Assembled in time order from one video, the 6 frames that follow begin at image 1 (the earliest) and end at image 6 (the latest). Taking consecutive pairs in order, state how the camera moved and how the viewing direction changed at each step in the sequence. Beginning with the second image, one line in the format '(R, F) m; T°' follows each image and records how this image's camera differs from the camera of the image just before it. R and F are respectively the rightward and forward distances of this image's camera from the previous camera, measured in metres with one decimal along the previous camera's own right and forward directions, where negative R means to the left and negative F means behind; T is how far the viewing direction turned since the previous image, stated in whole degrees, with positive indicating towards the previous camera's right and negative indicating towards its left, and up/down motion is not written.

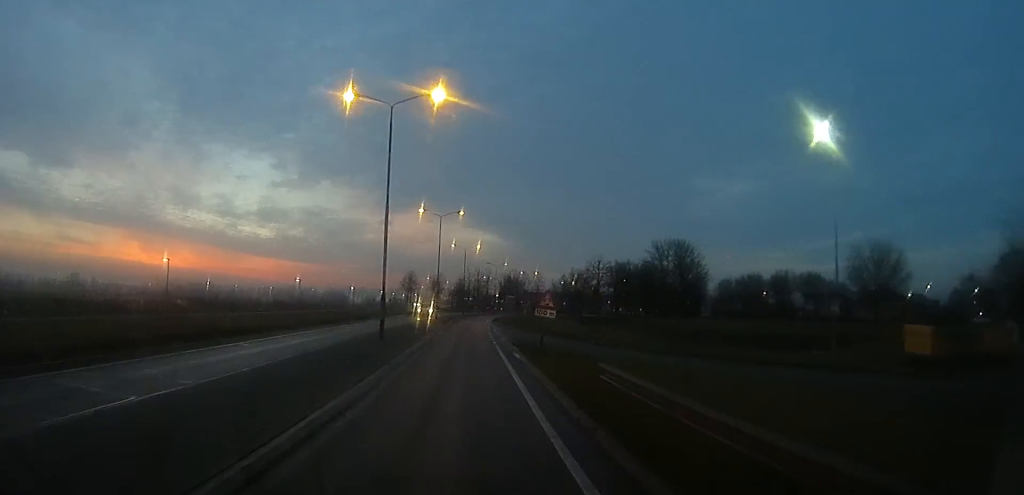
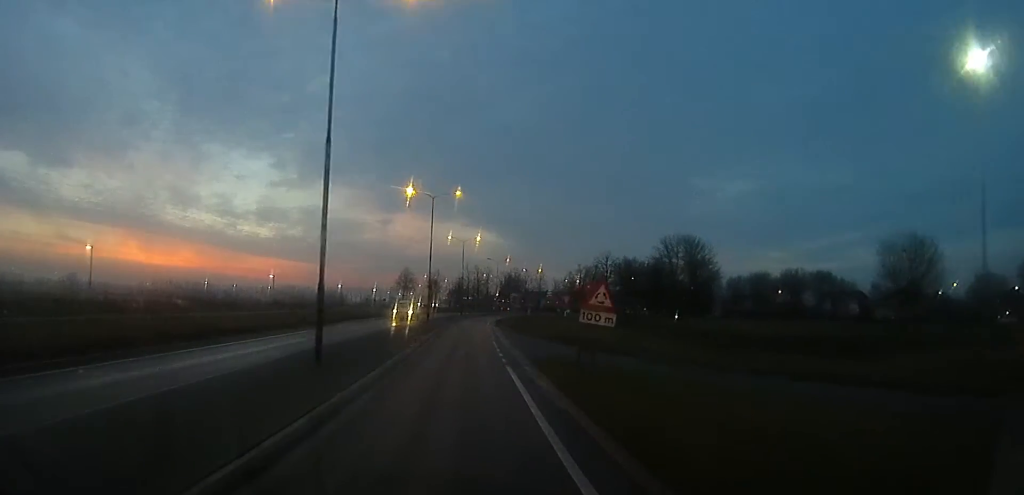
(+0.2, +8.3) m; +1°
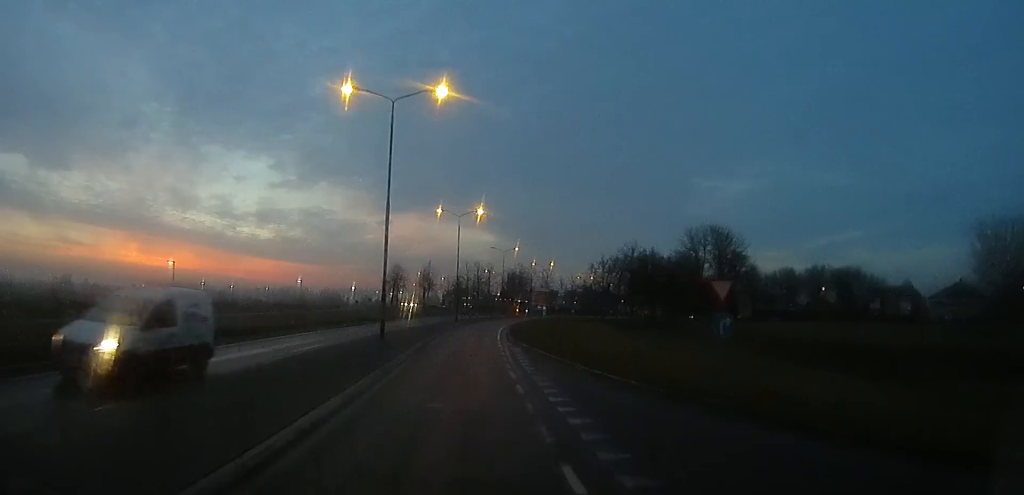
(+0.3, +20.2) m; 0°
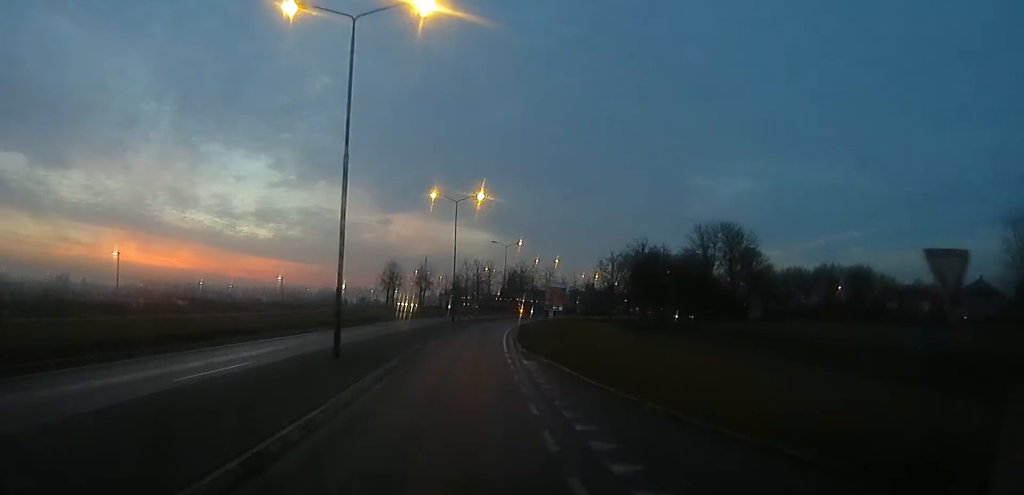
(-0.1, +6.8) m; 0°
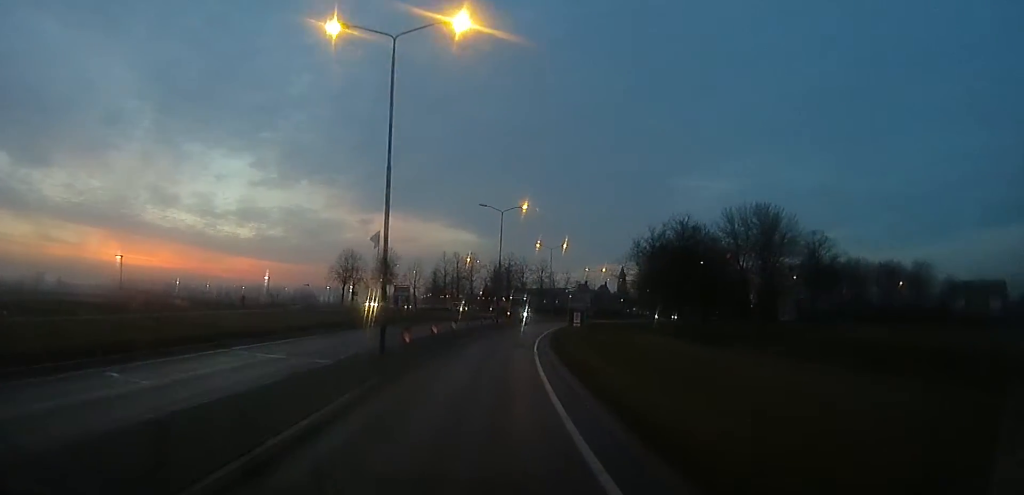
(+0.7, +26.8) m; +2°
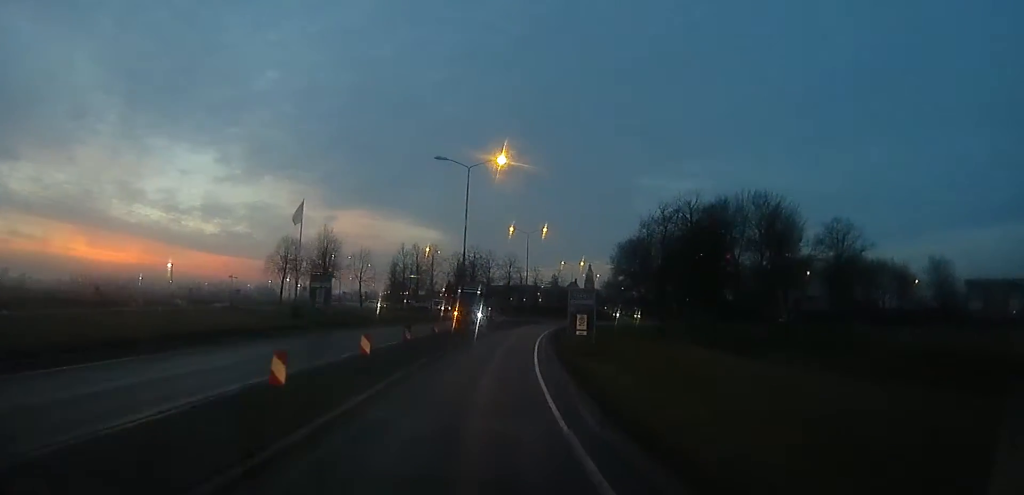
(-0.4, +13.9) m; +3°
